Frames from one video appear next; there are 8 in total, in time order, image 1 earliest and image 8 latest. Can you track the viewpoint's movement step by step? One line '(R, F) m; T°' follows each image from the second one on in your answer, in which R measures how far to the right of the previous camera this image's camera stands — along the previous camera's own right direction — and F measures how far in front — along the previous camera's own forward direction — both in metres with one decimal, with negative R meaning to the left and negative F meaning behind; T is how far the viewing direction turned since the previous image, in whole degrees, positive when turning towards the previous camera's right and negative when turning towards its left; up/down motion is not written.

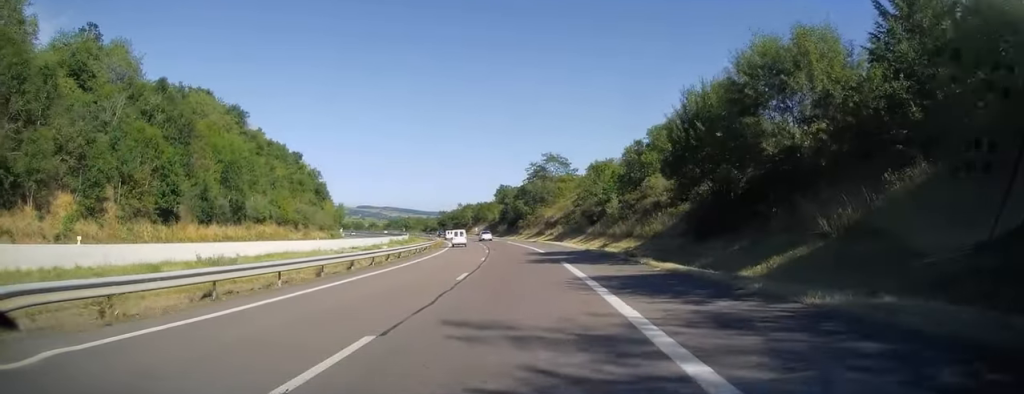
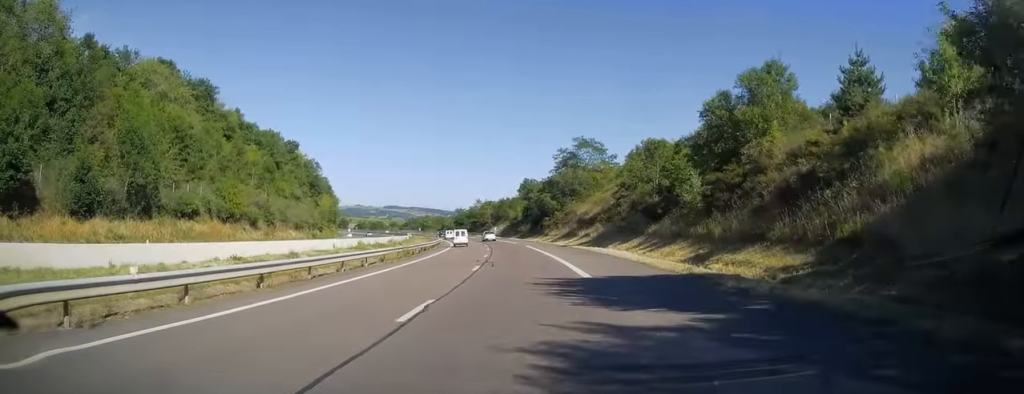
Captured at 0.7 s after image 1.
(-0.2, +21.7) m; -2°
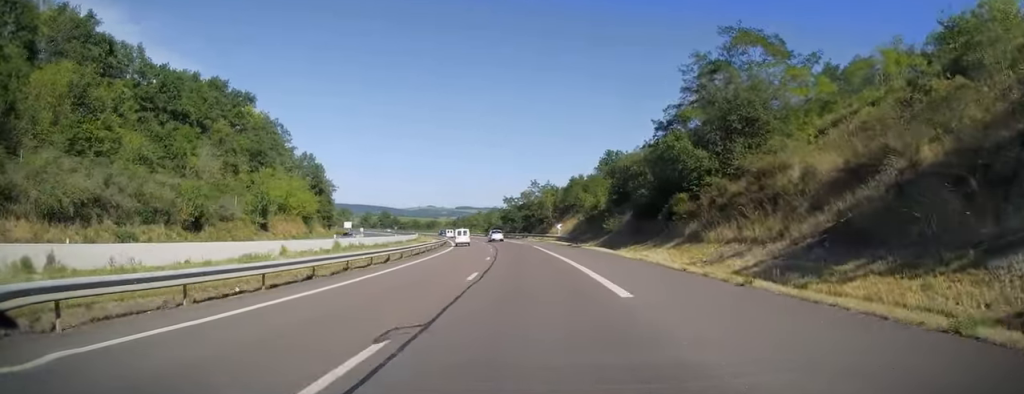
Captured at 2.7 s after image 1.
(-4.2, +56.8) m; -8°
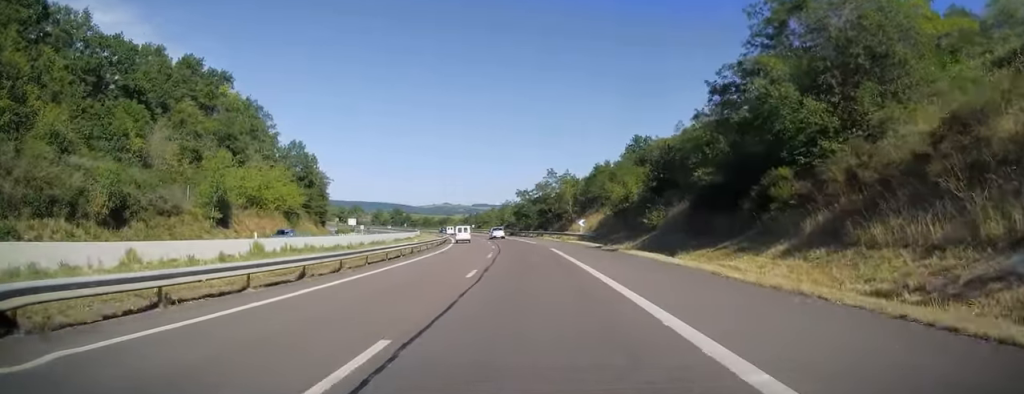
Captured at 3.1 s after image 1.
(-0.1, +13.3) m; -1°
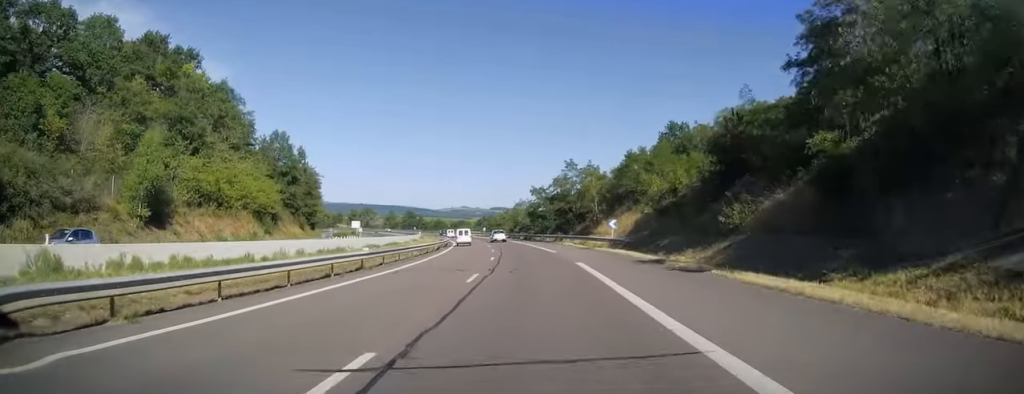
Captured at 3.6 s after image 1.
(-0.2, +13.8) m; -1°
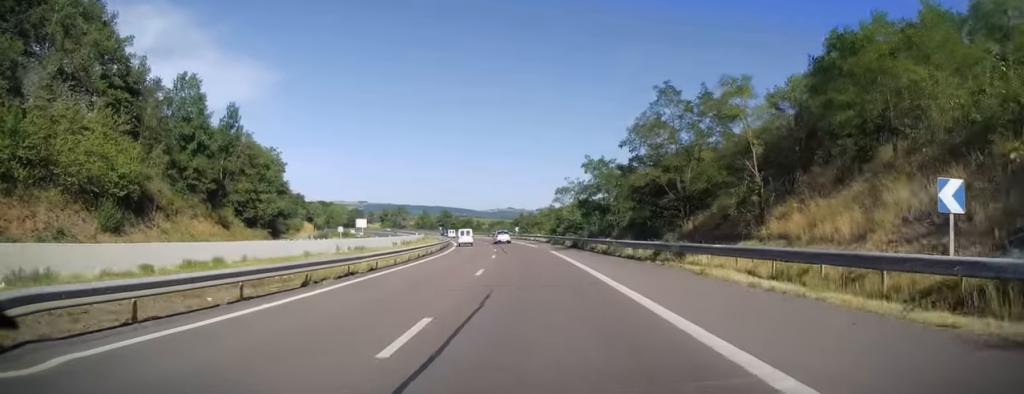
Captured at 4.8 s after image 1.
(-1.2, +36.3) m; -5°
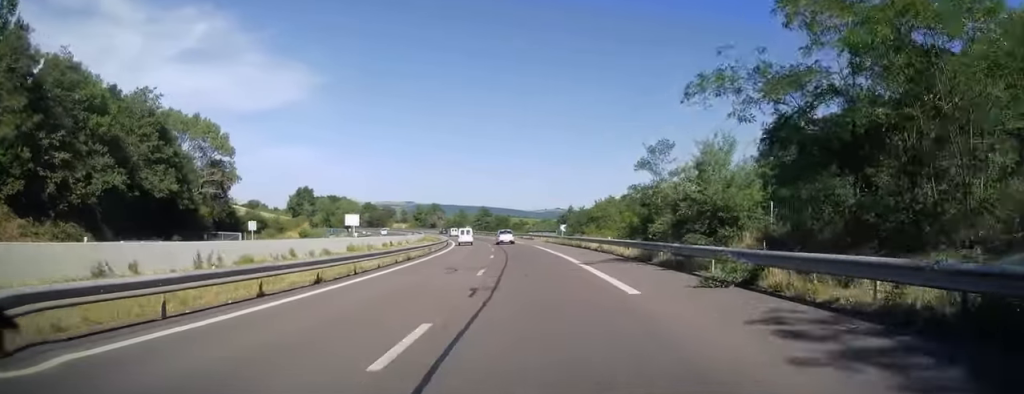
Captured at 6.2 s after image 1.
(-2.0, +39.7) m; -5°
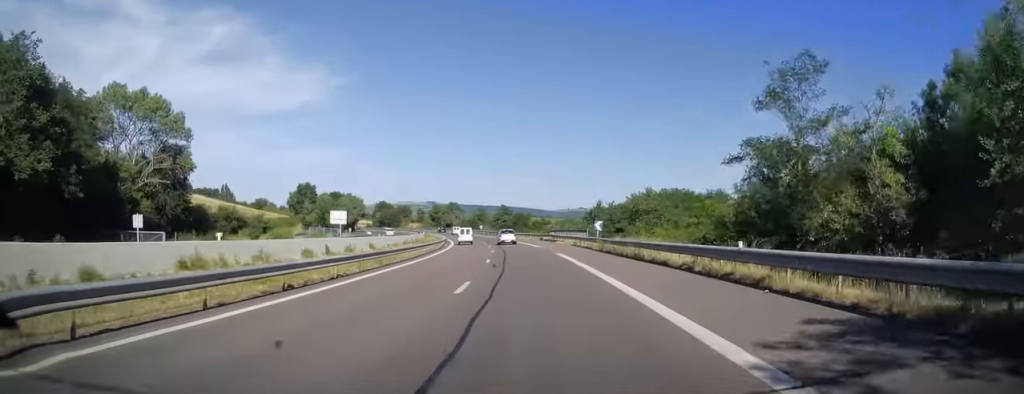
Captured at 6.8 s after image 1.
(-0.2, +18.7) m; -2°
